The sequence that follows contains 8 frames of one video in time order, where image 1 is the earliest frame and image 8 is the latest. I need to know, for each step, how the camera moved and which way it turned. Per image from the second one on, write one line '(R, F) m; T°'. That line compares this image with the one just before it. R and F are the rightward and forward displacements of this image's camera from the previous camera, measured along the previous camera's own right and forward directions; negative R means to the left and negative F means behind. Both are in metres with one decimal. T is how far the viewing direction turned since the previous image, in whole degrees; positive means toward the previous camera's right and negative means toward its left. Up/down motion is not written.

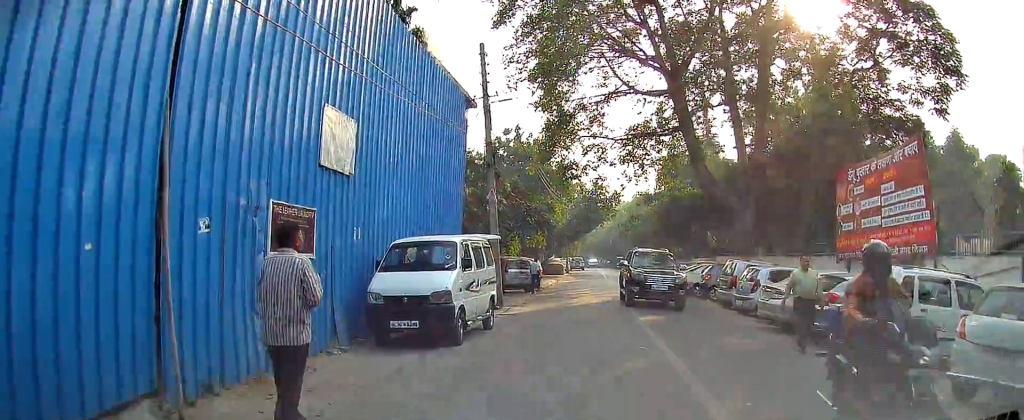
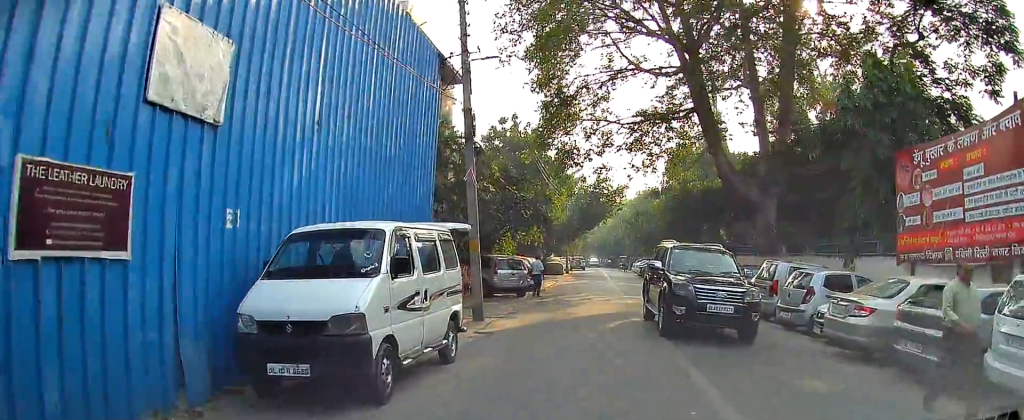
(+0.1, +4.4) m; 0°
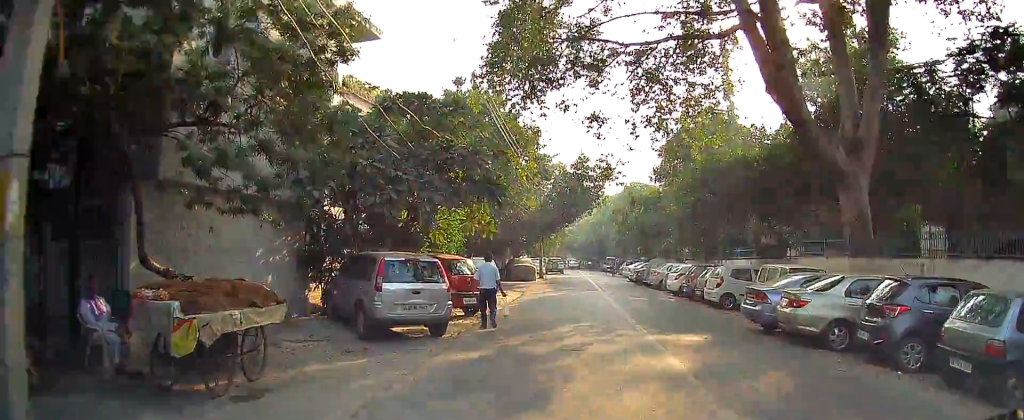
(-0.1, +13.1) m; -1°
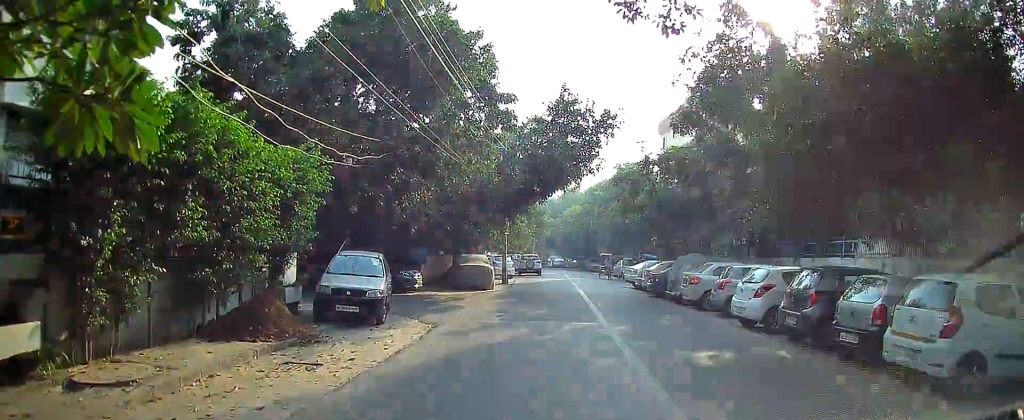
(-1.0, +15.5) m; -6°
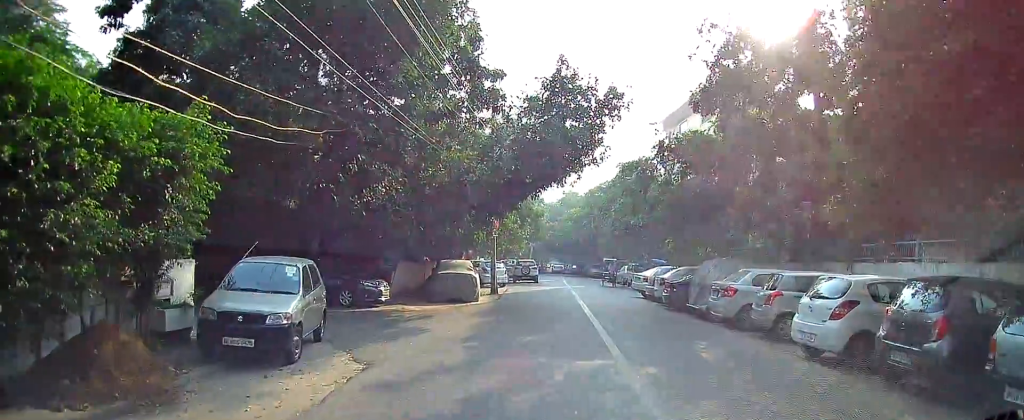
(-0.1, +4.5) m; 0°
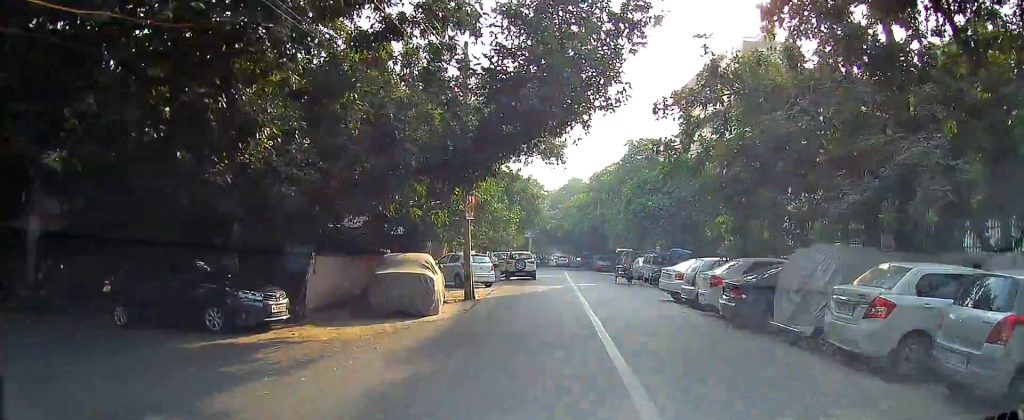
(+0.4, +7.8) m; +1°
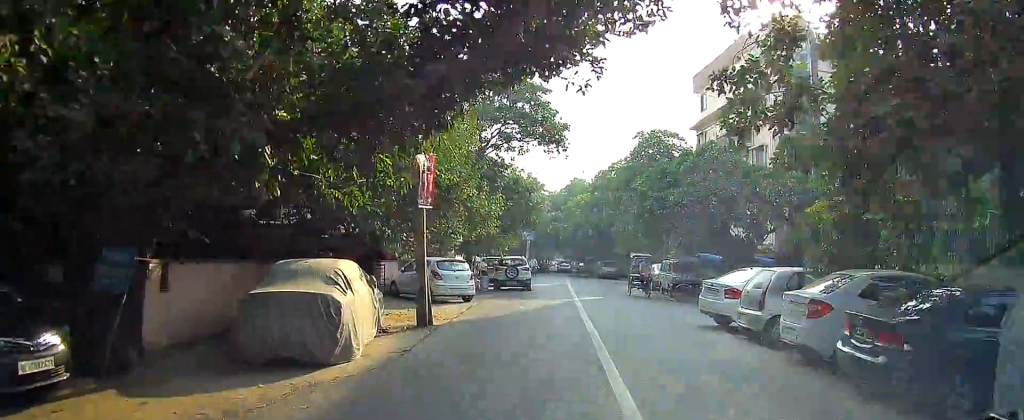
(-0.2, +6.8) m; -1°
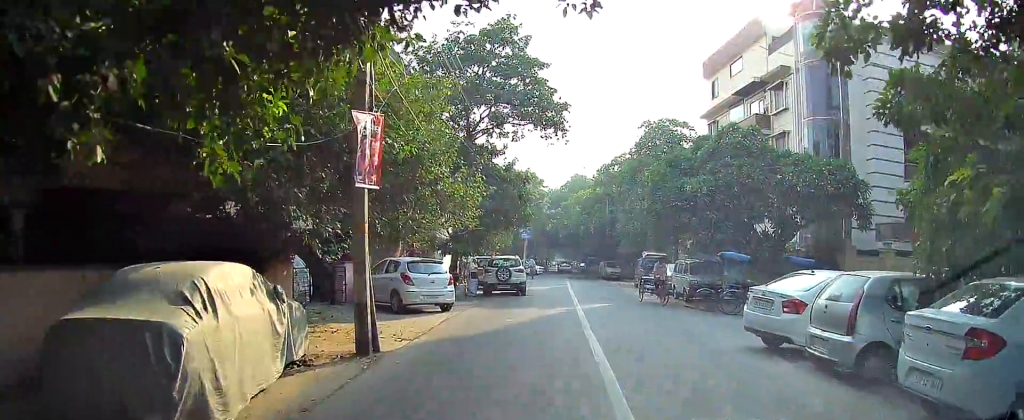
(0.0, +4.2) m; 0°
